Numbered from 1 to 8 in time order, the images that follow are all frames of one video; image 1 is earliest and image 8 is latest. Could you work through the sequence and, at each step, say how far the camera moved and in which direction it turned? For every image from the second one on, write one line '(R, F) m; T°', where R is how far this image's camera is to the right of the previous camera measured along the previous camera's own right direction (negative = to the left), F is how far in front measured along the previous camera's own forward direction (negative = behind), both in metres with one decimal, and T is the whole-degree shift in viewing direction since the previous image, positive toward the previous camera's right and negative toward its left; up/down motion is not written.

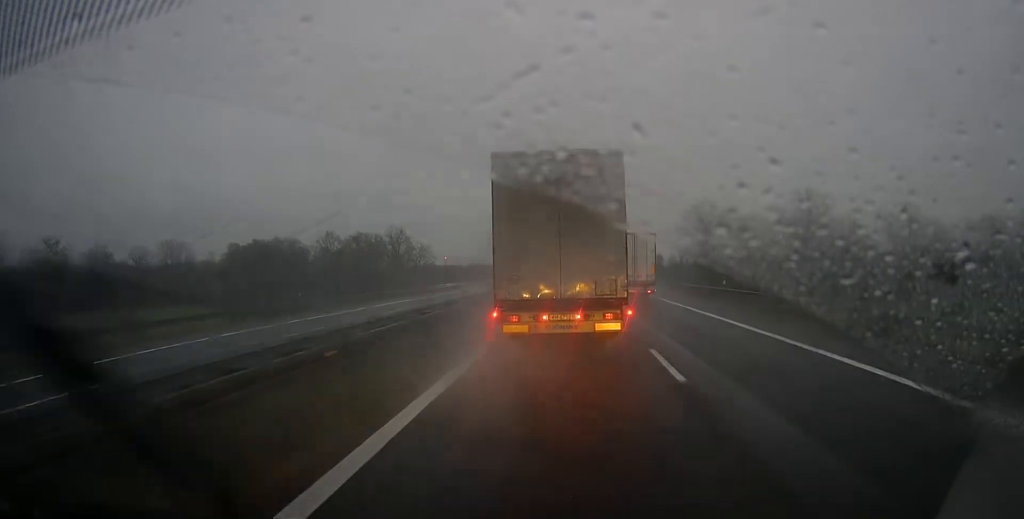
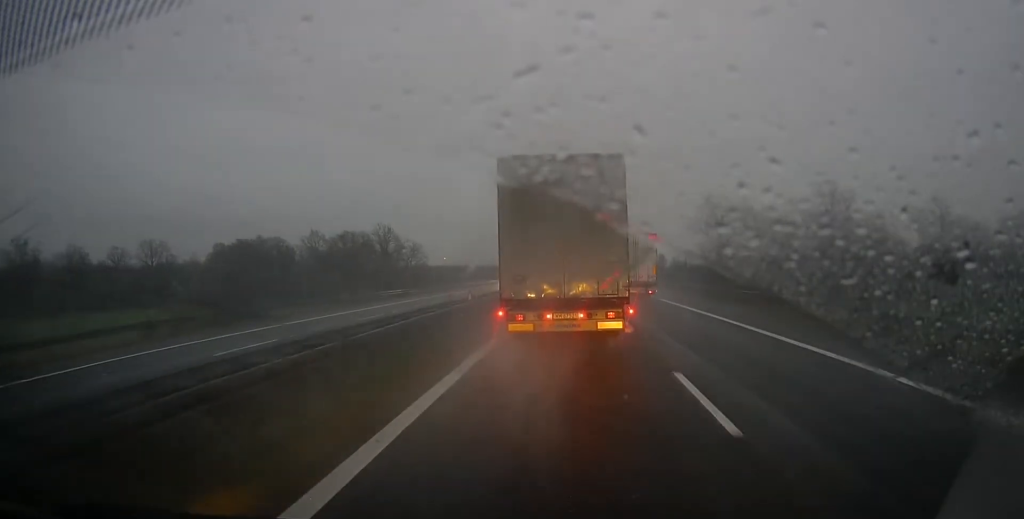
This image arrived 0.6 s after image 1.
(0.0, +15.4) m; 0°
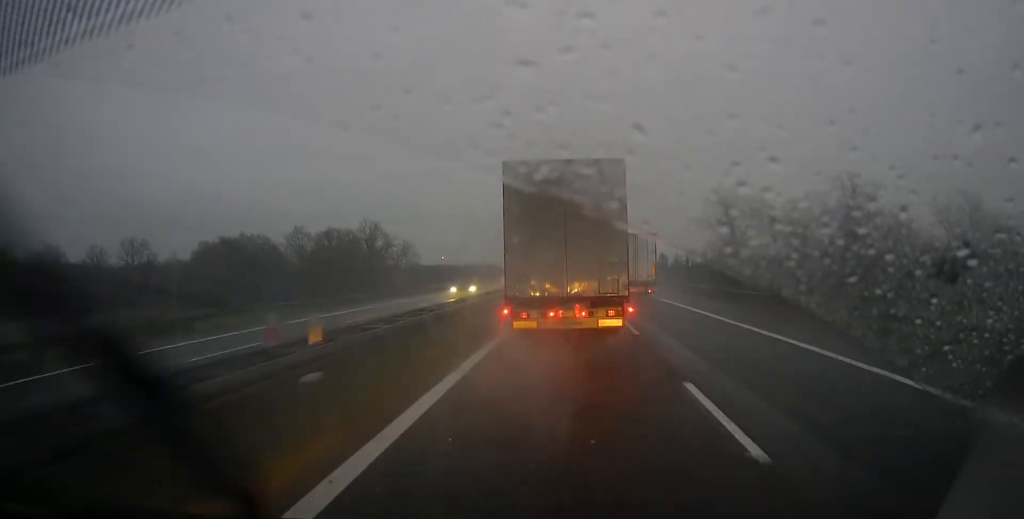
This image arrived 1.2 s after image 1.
(0.0, +13.4) m; 0°
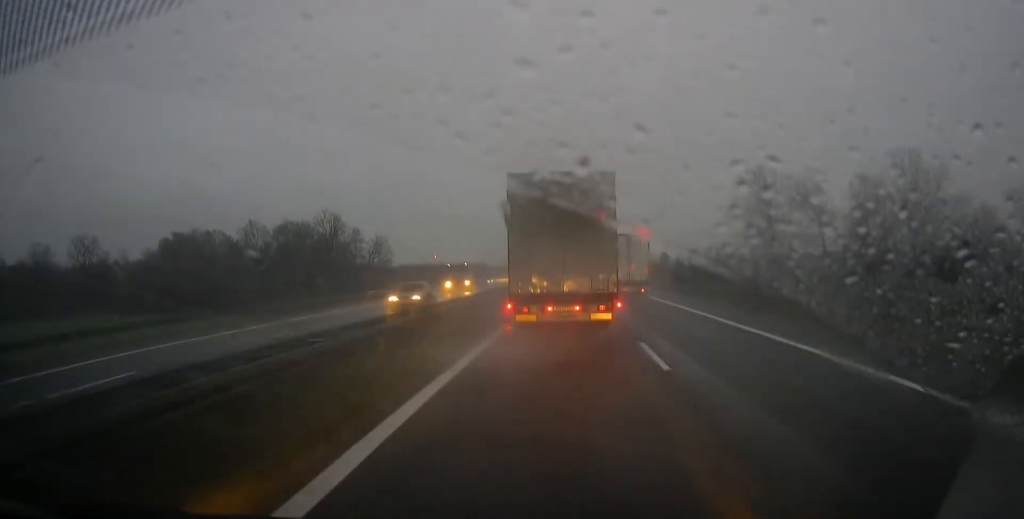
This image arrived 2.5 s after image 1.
(0.0, +30.3) m; 0°
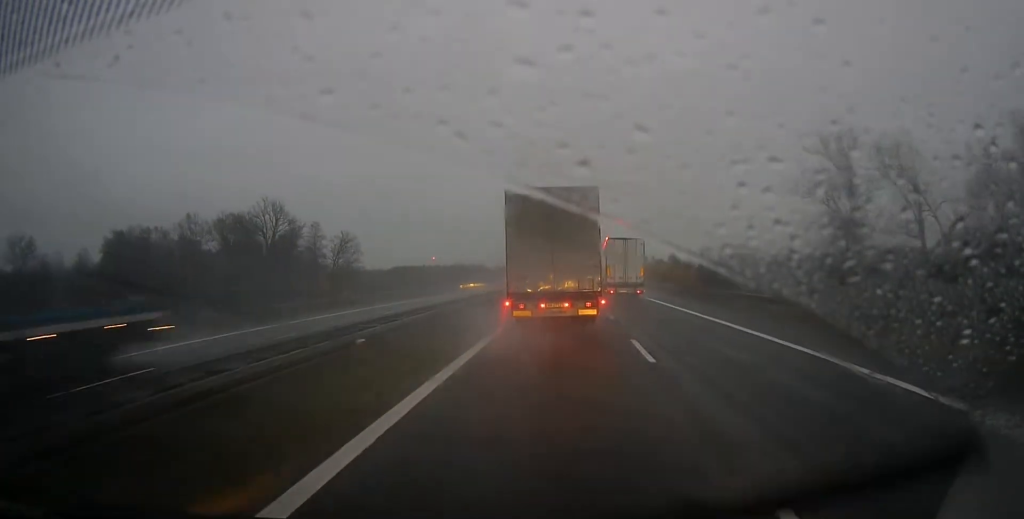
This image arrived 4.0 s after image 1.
(0.0, +34.6) m; 0°
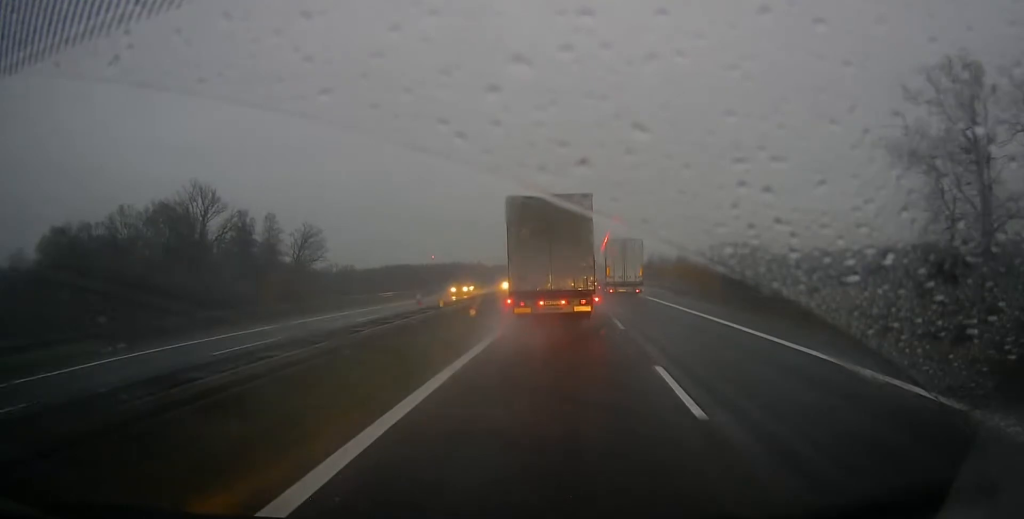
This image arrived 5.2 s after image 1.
(0.0, +28.7) m; 0°
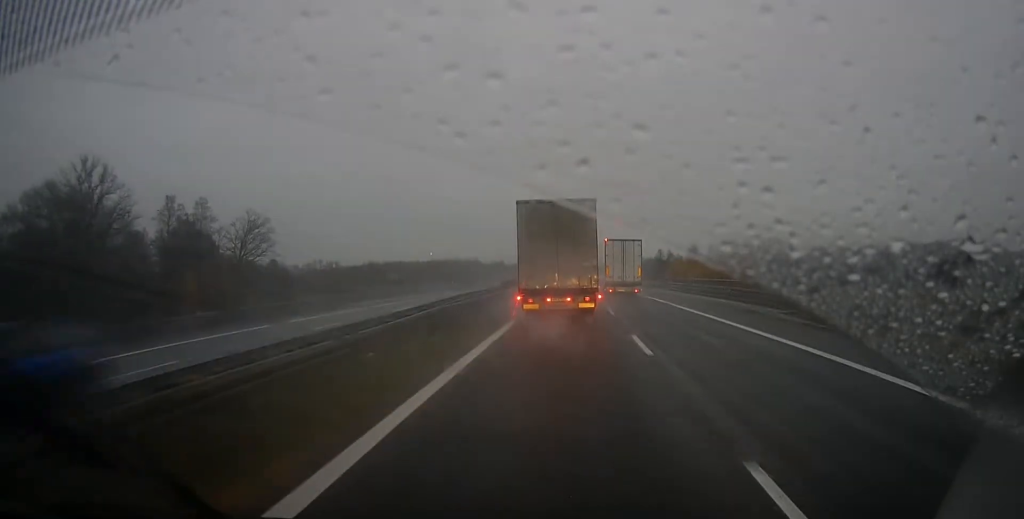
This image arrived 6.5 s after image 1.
(0.0, +29.8) m; 0°
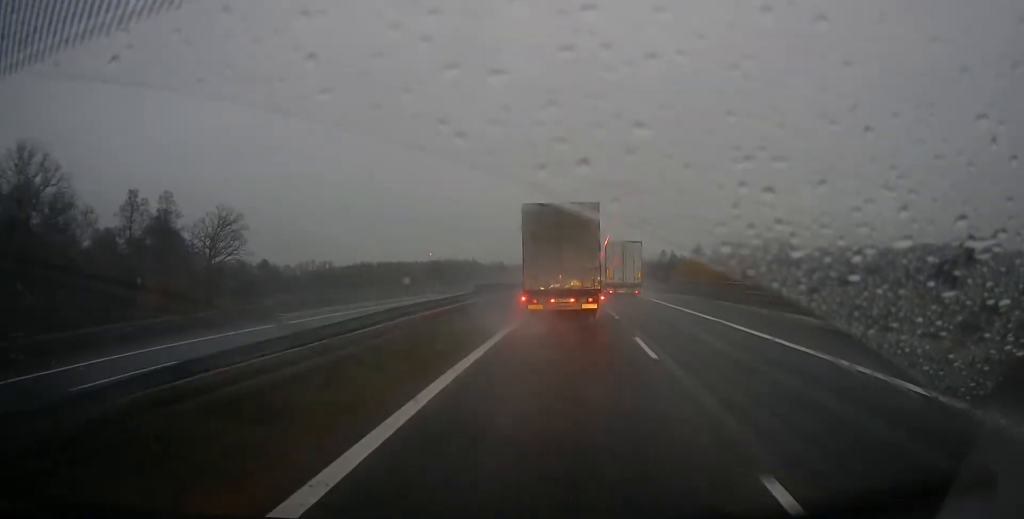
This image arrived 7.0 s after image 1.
(0.0, +12.6) m; 0°
